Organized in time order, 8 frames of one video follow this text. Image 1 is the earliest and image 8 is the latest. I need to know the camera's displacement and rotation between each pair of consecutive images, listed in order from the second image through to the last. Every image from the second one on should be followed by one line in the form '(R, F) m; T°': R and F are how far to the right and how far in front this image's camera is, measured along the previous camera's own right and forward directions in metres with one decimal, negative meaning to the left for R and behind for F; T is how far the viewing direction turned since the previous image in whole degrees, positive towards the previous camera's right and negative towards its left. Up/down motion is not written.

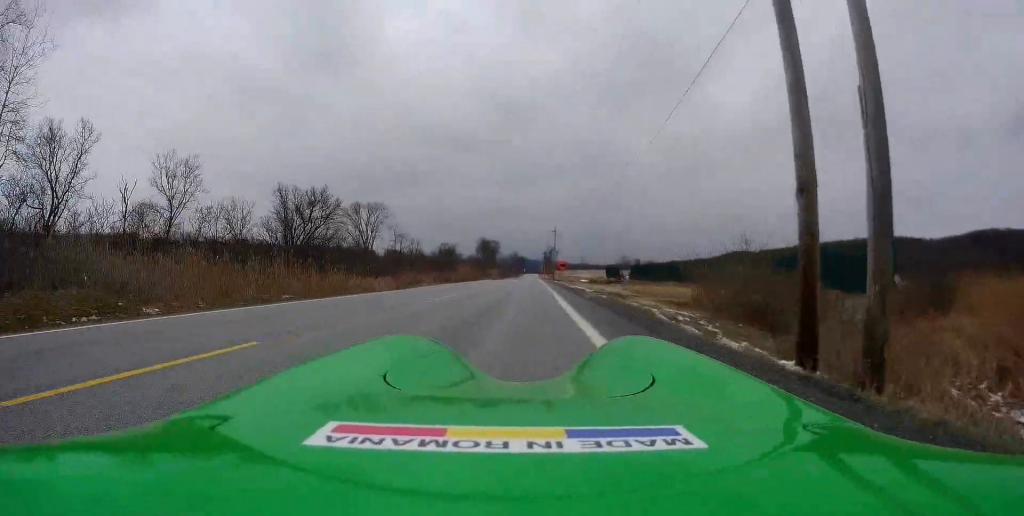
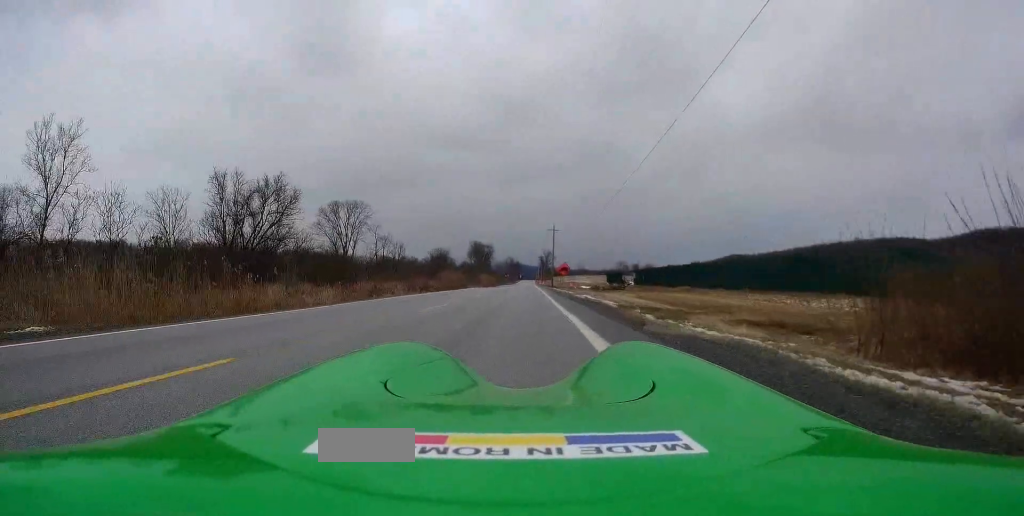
(0.0, +12.4) m; 0°
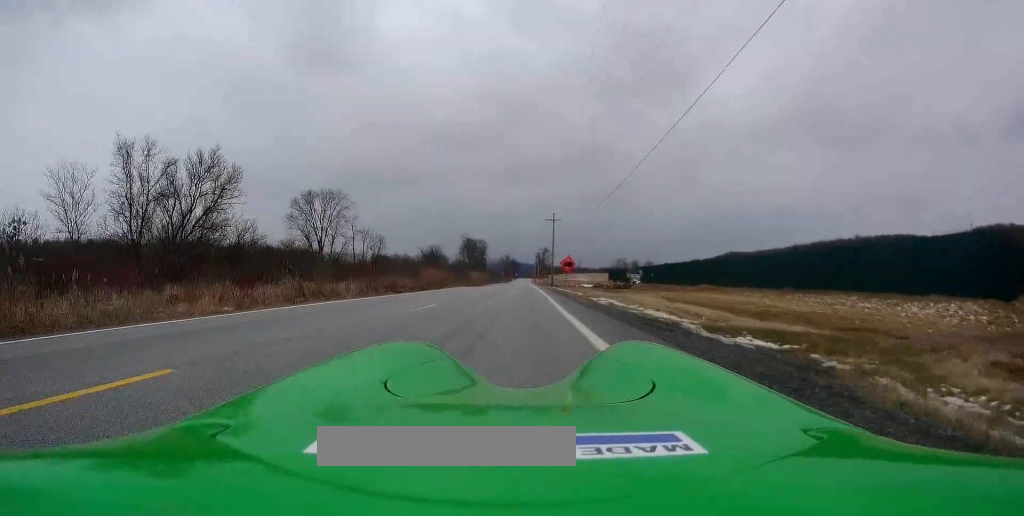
(-0.1, +12.9) m; 0°
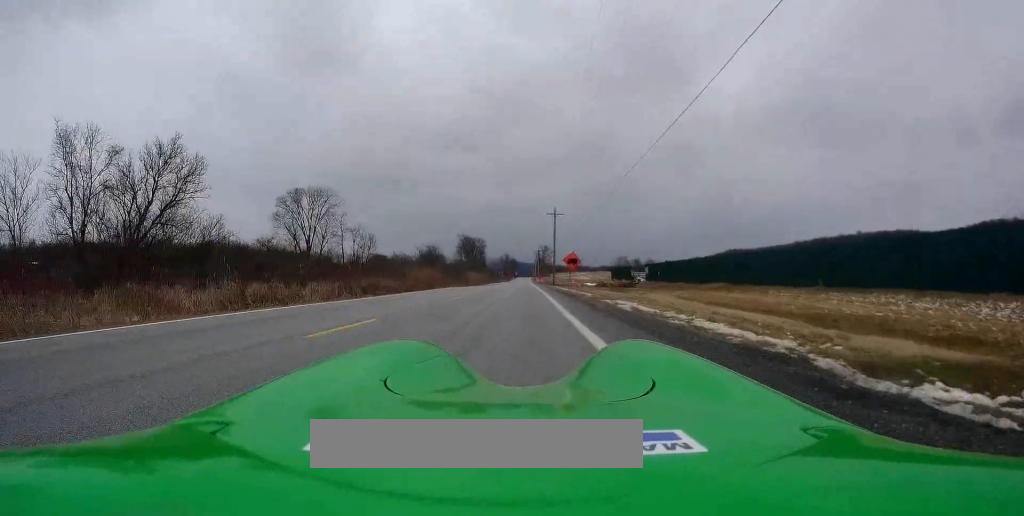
(0.0, +6.2) m; 0°
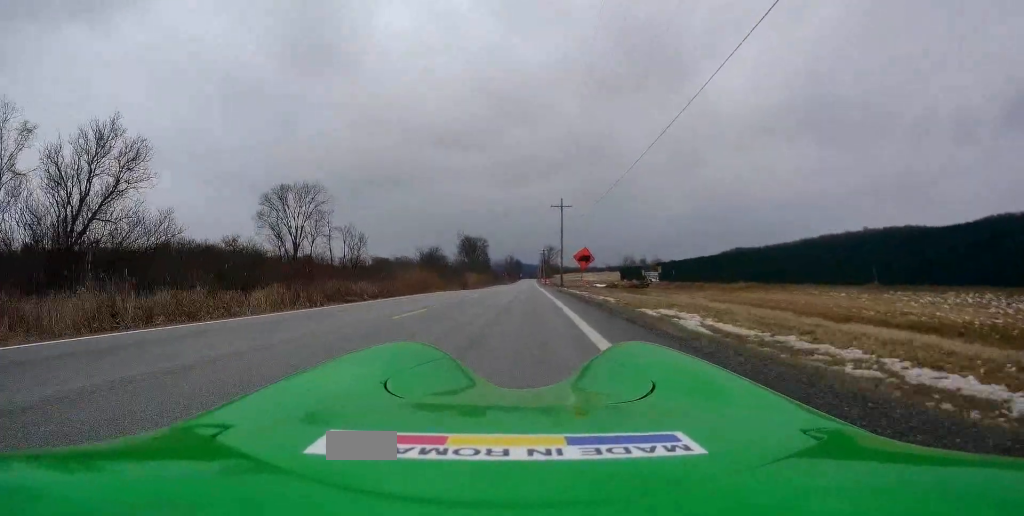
(+0.3, +8.2) m; 0°
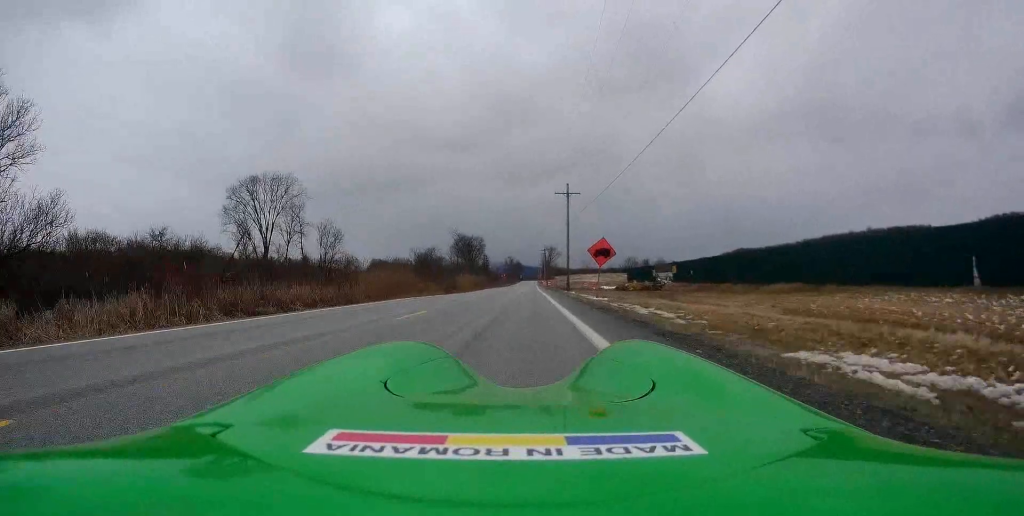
(-0.5, +11.6) m; -1°
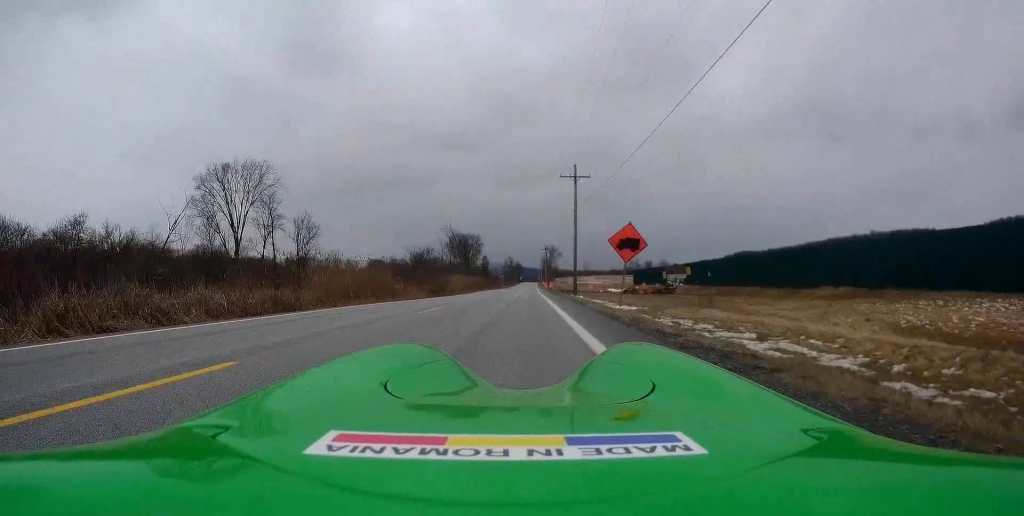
(+0.1, +9.1) m; +1°
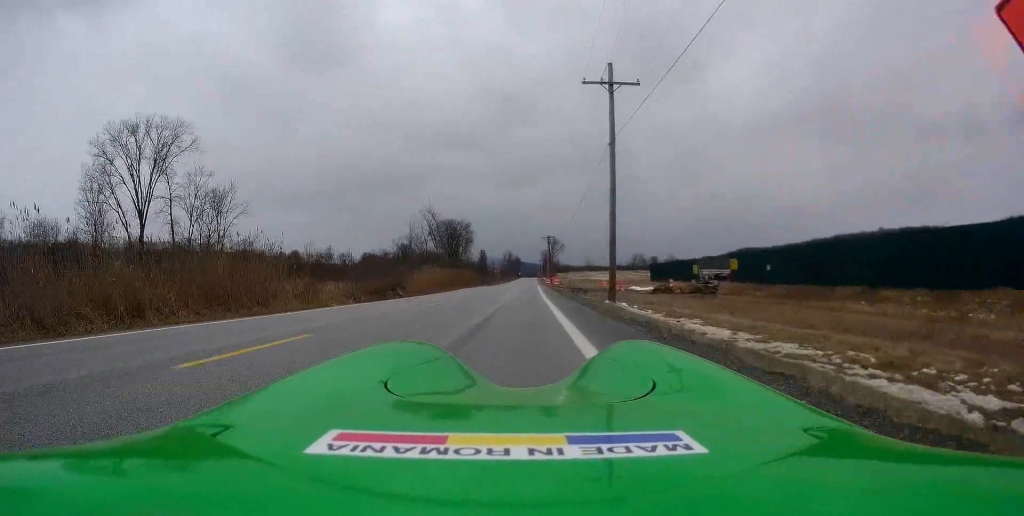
(0.0, +21.9) m; +1°
